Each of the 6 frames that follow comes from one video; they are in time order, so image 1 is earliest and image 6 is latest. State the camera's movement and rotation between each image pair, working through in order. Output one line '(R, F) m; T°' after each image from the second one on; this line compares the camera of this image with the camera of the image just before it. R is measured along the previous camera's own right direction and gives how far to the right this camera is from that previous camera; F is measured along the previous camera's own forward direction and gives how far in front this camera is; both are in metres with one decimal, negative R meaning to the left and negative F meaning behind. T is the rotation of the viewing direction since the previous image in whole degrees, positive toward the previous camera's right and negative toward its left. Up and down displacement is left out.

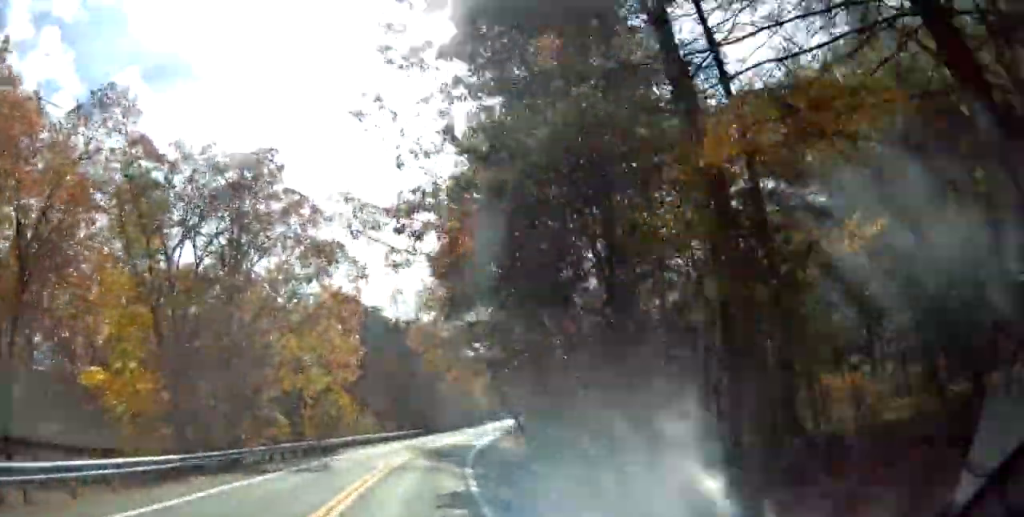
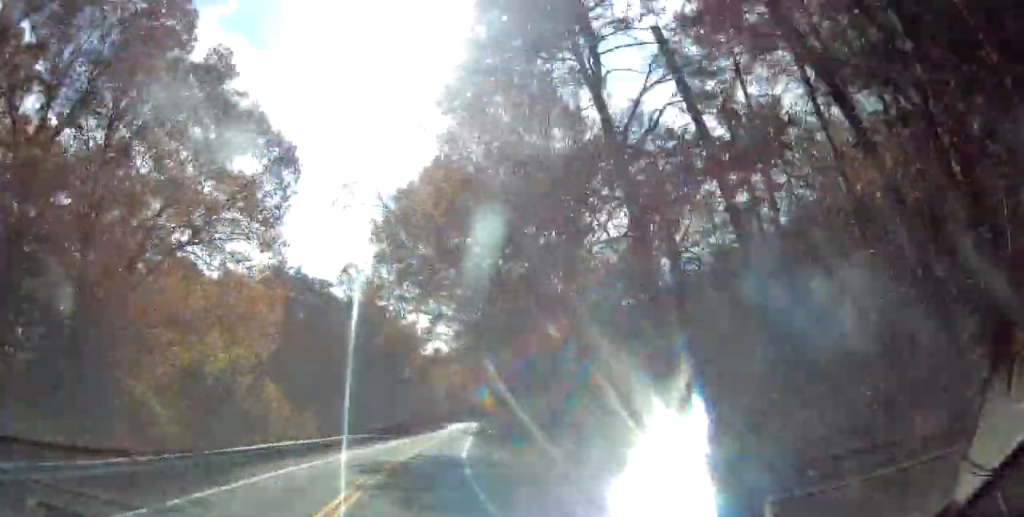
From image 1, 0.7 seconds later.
(0.0, +16.8) m; +4°
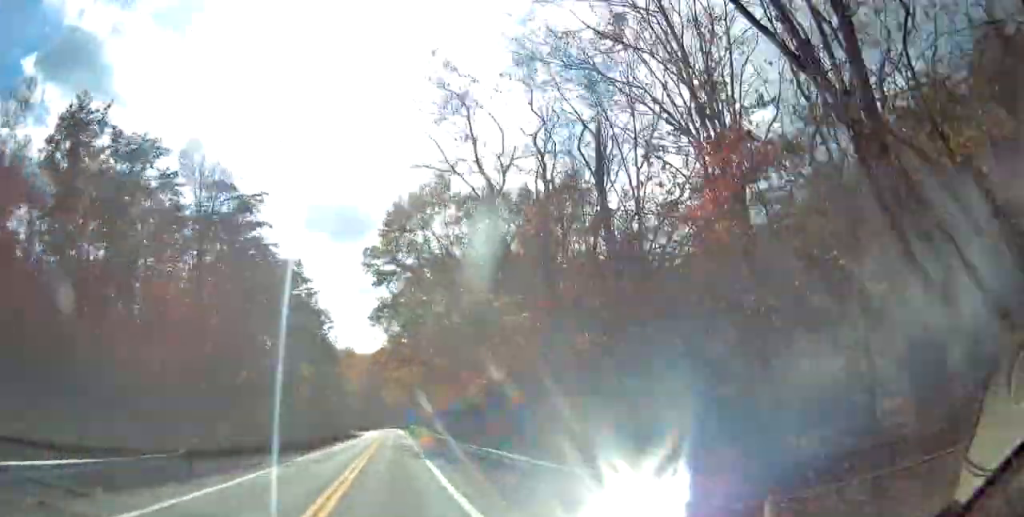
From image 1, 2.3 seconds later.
(+5.2, +38.9) m; +14°
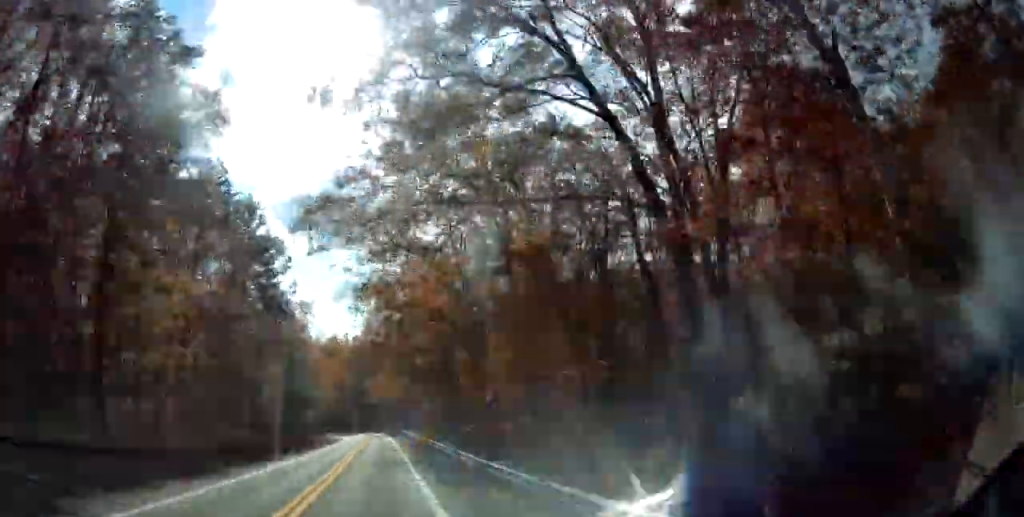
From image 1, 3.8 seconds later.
(+2.1, +38.0) m; +3°
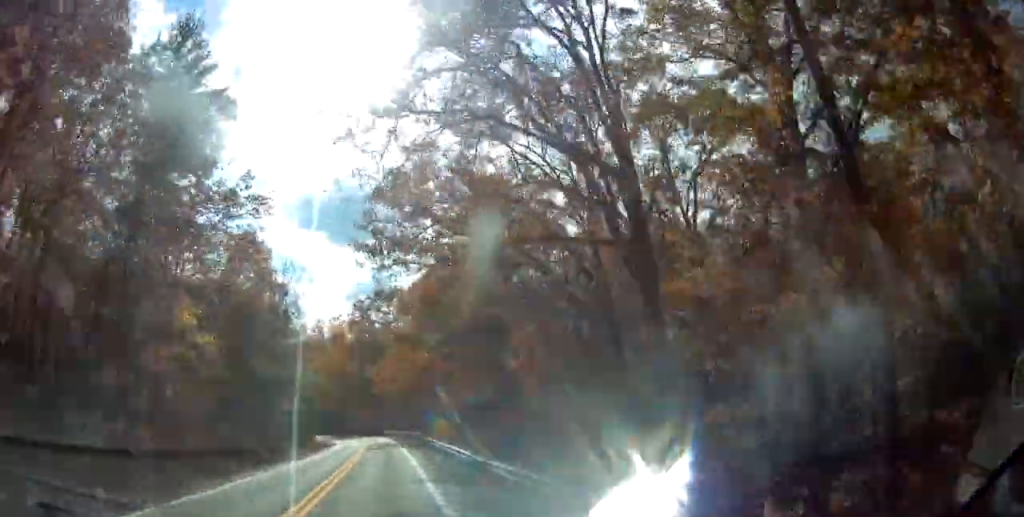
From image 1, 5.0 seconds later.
(0.0, +29.0) m; 0°
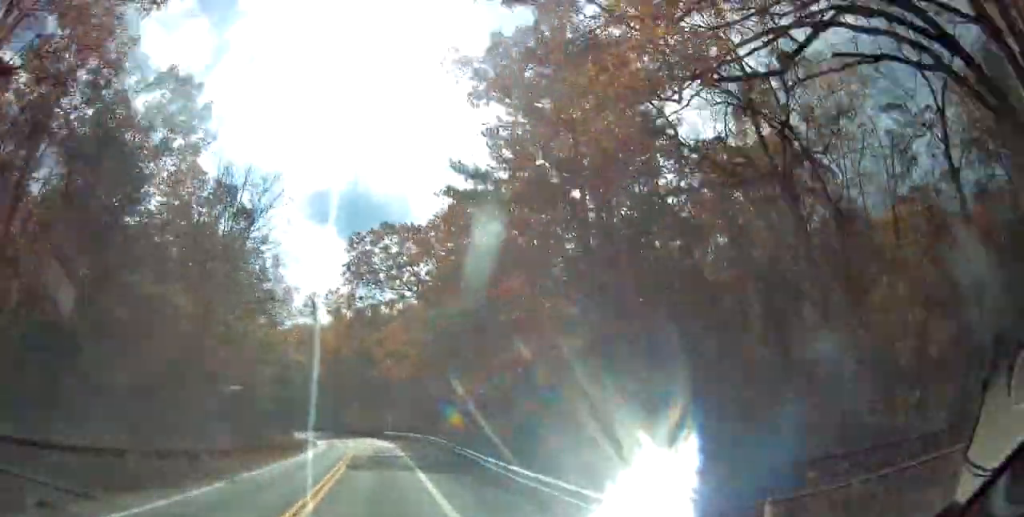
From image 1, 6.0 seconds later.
(0.0, +22.9) m; -1°
